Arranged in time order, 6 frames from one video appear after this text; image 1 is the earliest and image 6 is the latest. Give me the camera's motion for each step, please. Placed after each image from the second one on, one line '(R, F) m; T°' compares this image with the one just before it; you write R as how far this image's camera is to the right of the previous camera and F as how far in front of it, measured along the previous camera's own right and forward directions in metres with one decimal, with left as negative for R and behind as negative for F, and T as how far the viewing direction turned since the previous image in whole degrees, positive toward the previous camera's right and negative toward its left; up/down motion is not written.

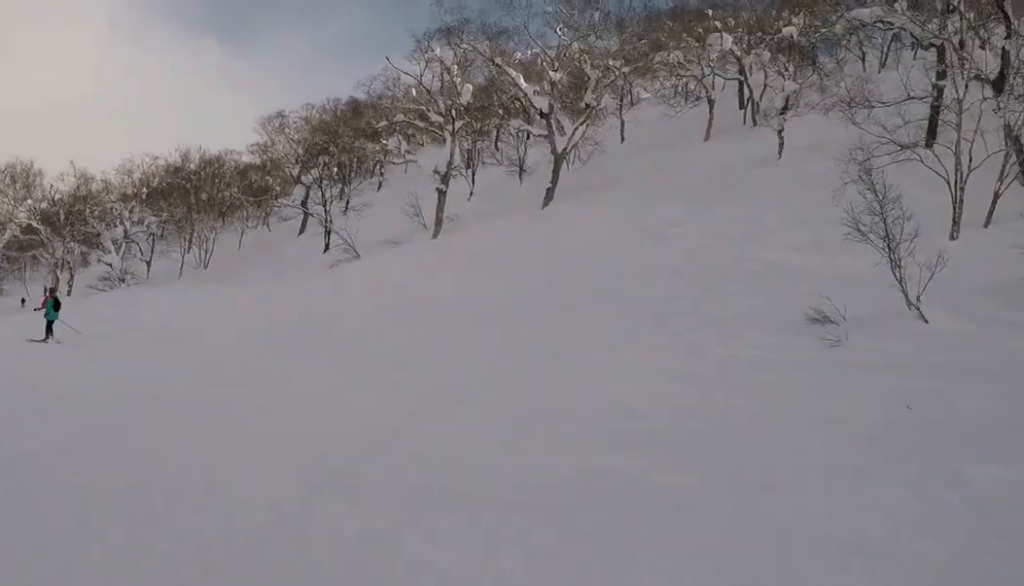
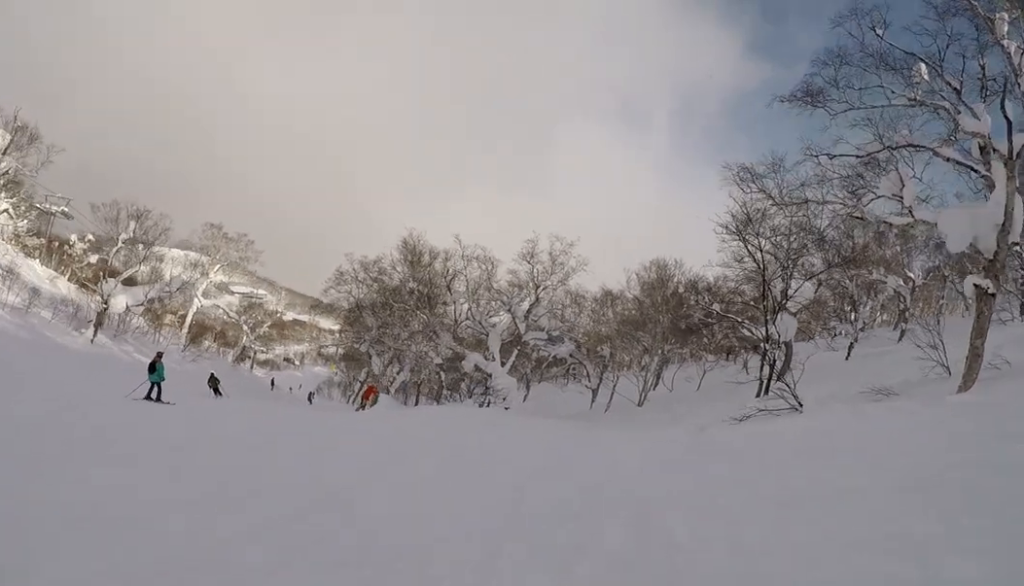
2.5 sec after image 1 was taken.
(-7.8, +15.1) m; -51°
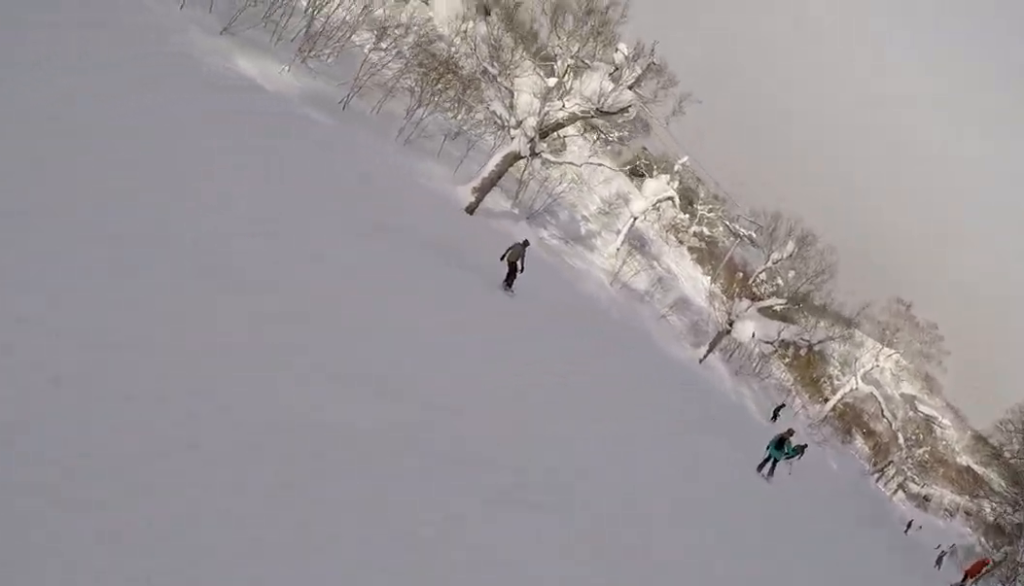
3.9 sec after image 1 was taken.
(-2.9, +7.2) m; -49°
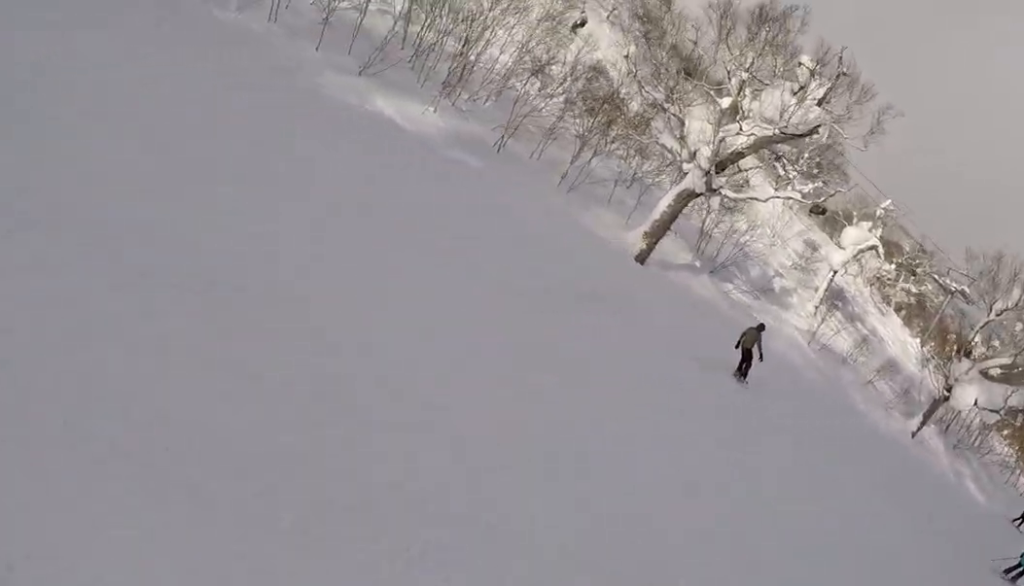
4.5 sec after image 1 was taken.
(-0.7, +3.0) m; -12°
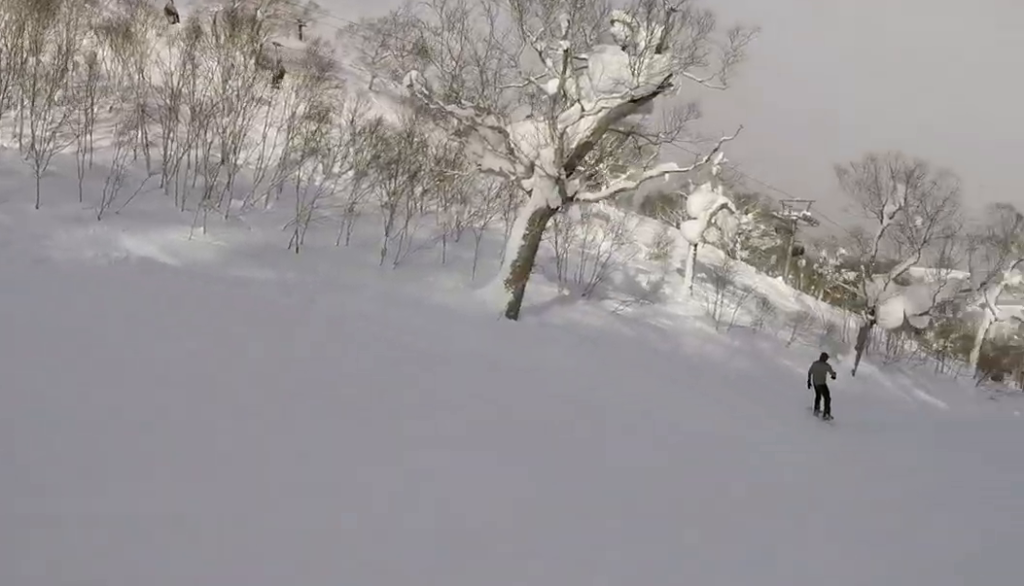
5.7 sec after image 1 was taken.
(-0.7, +6.0) m; +13°
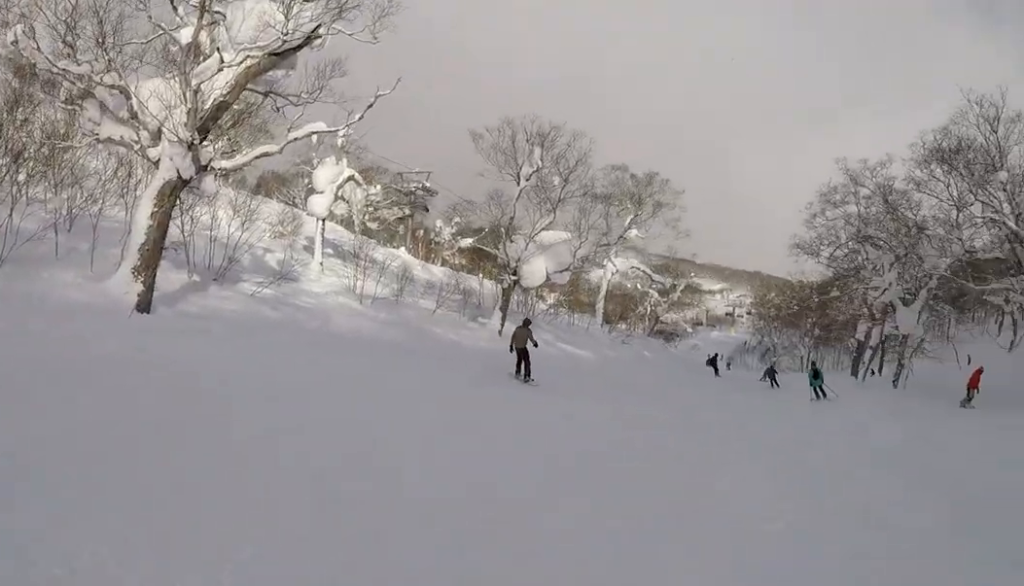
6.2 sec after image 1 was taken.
(-0.2, +2.4) m; +18°
